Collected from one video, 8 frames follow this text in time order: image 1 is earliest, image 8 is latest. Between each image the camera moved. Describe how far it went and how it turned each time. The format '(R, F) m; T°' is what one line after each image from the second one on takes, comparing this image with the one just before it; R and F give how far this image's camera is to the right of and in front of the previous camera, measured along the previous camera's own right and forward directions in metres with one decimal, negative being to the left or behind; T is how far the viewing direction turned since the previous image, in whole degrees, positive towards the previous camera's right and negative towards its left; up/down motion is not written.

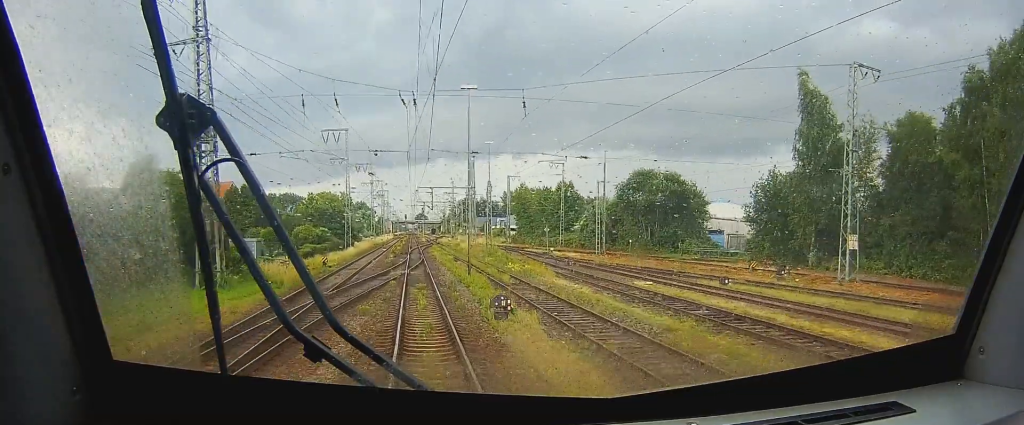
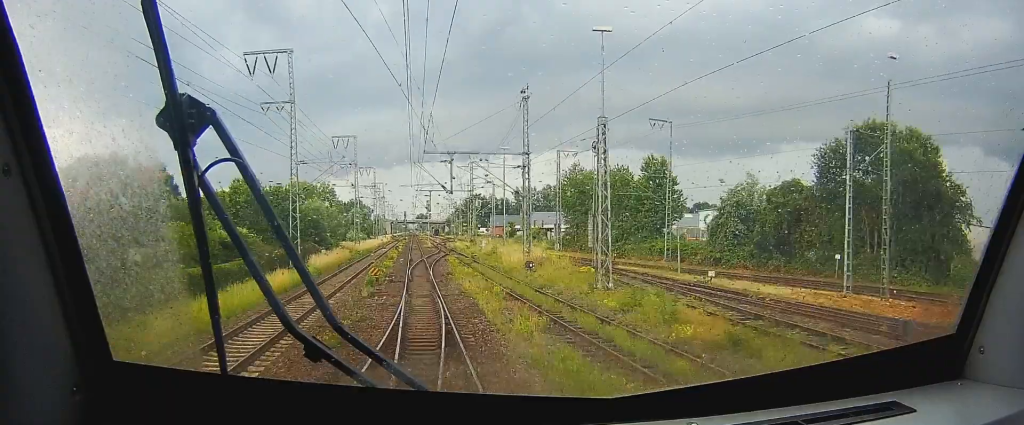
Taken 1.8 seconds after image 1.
(0.0, +47.2) m; 0°
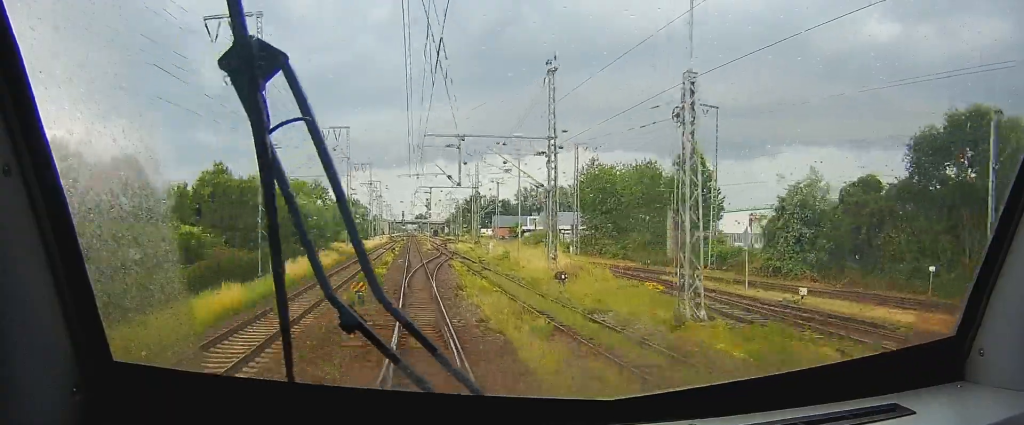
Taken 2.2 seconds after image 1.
(0.0, +10.8) m; 0°
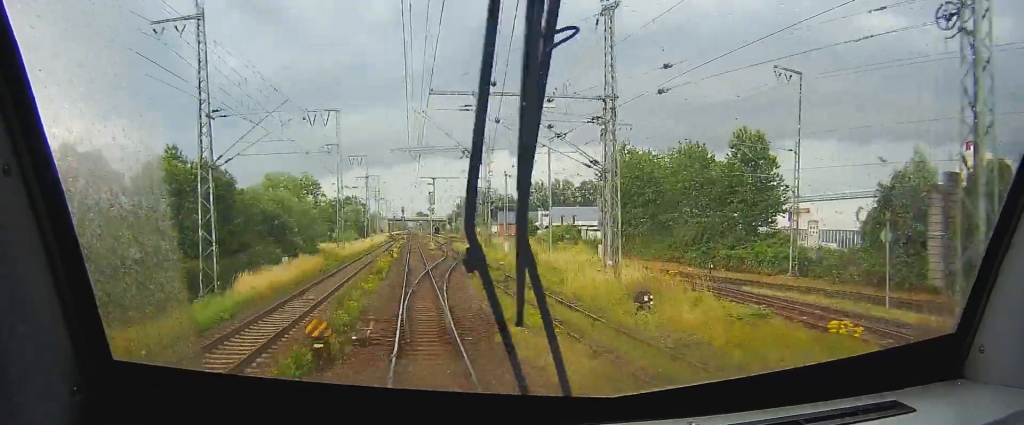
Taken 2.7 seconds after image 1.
(0.0, +13.7) m; 0°
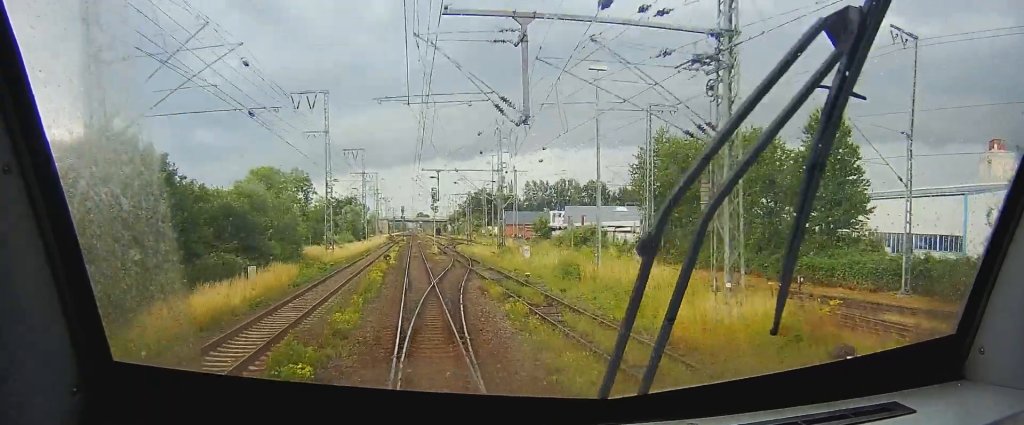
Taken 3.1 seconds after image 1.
(0.0, +12.0) m; 0°
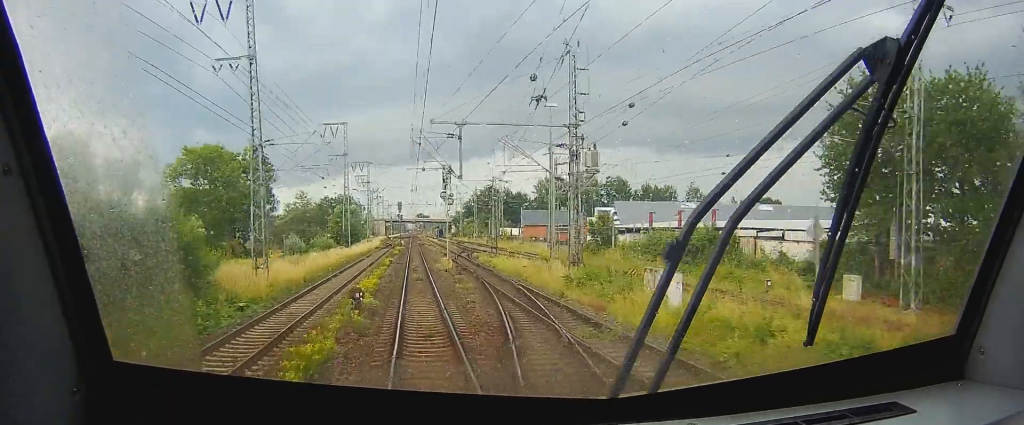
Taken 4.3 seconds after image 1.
(-0.1, +33.4) m; 0°
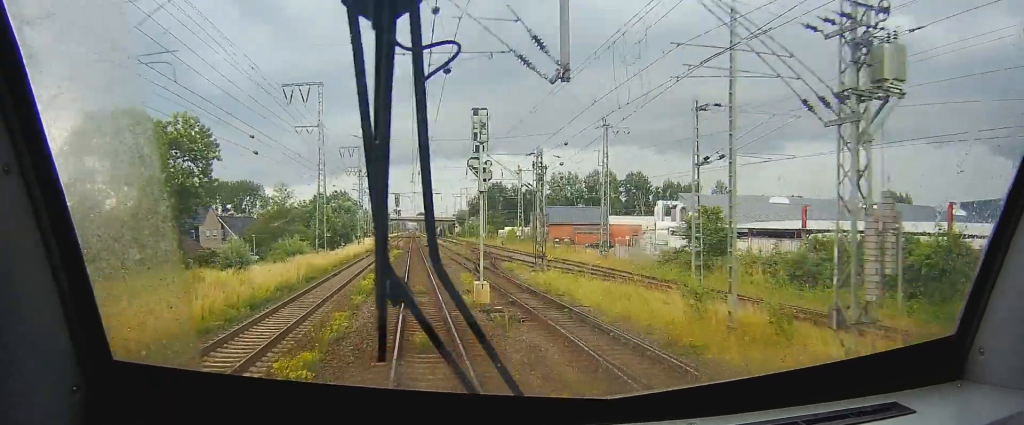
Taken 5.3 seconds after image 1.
(-0.1, +25.8) m; 0°
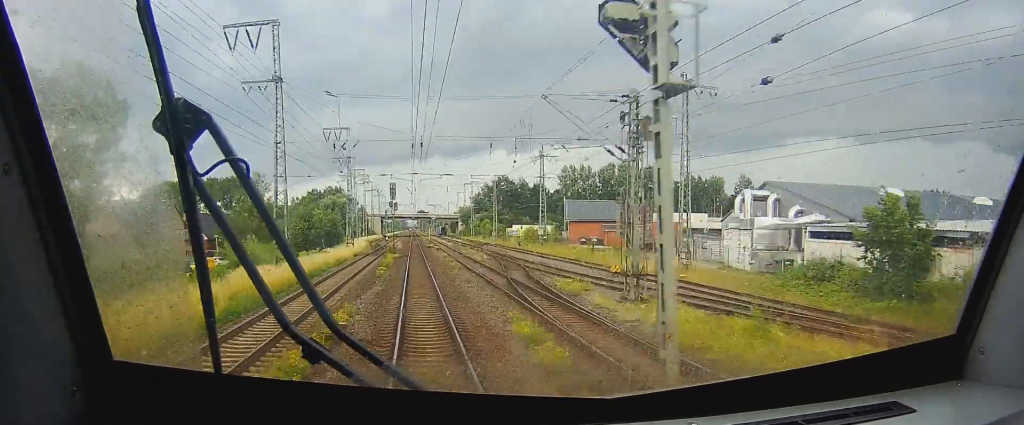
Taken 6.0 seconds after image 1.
(+0.1, +19.6) m; 0°
